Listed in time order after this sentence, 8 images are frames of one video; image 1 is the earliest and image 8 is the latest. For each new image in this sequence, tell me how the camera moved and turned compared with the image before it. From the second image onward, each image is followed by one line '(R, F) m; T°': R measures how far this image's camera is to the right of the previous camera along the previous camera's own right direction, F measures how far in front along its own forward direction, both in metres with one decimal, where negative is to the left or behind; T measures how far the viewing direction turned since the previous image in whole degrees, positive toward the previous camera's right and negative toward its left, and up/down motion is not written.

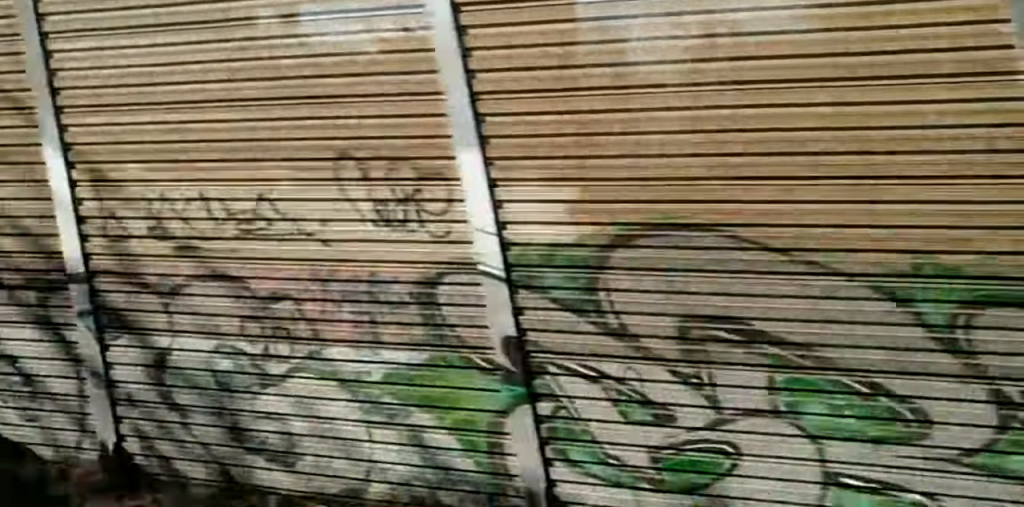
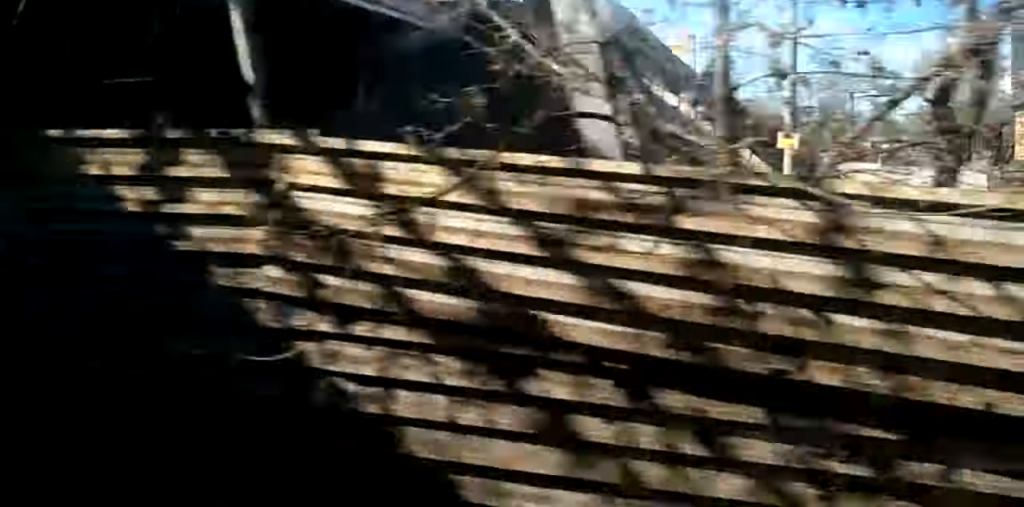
(-0.6, +19.9) m; -1°
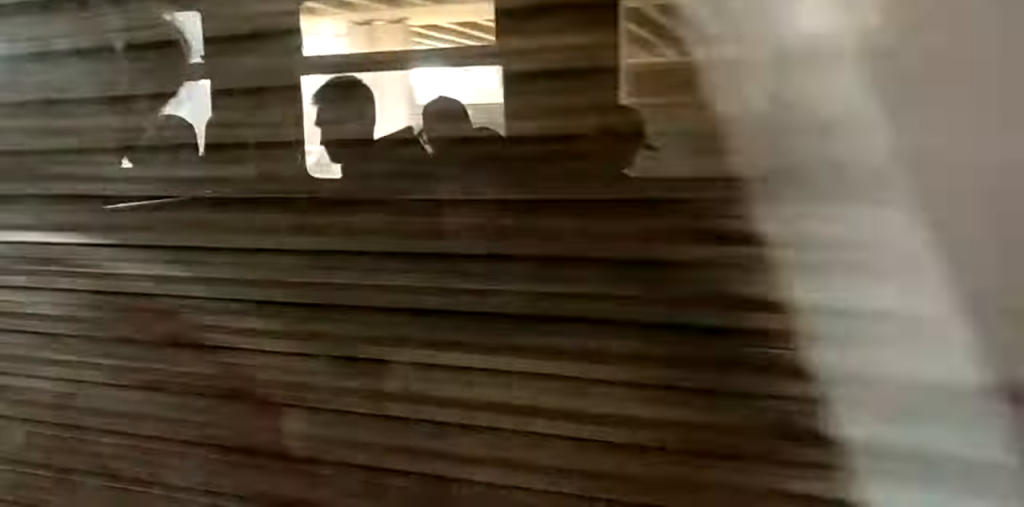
(+0.4, +45.1) m; +1°
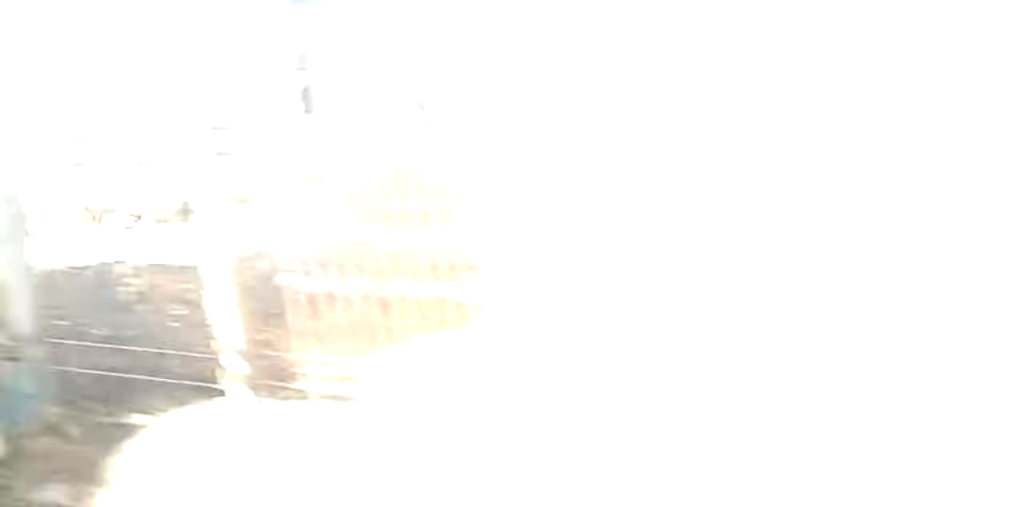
(0.0, +18.8) m; 0°
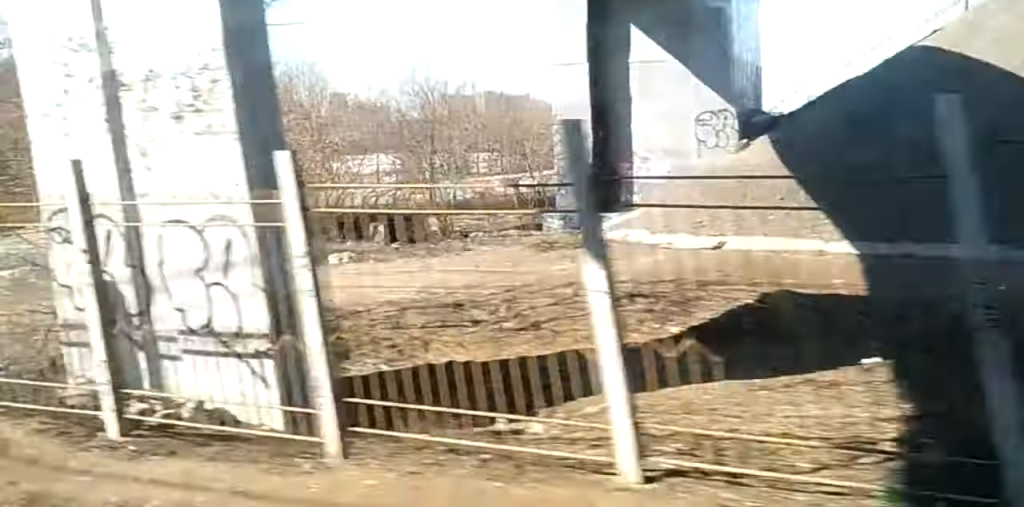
(0.0, +13.3) m; 0°
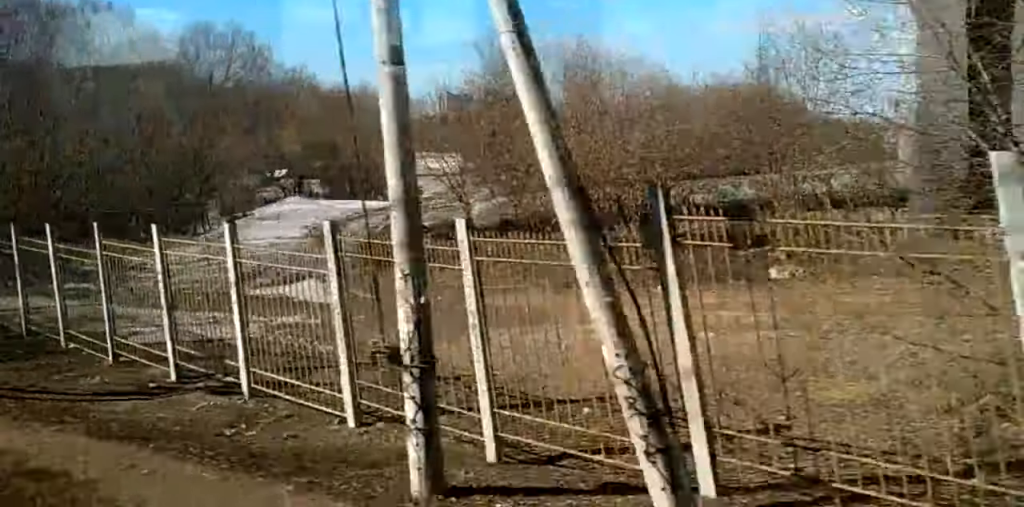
(0.0, +13.3) m; 0°
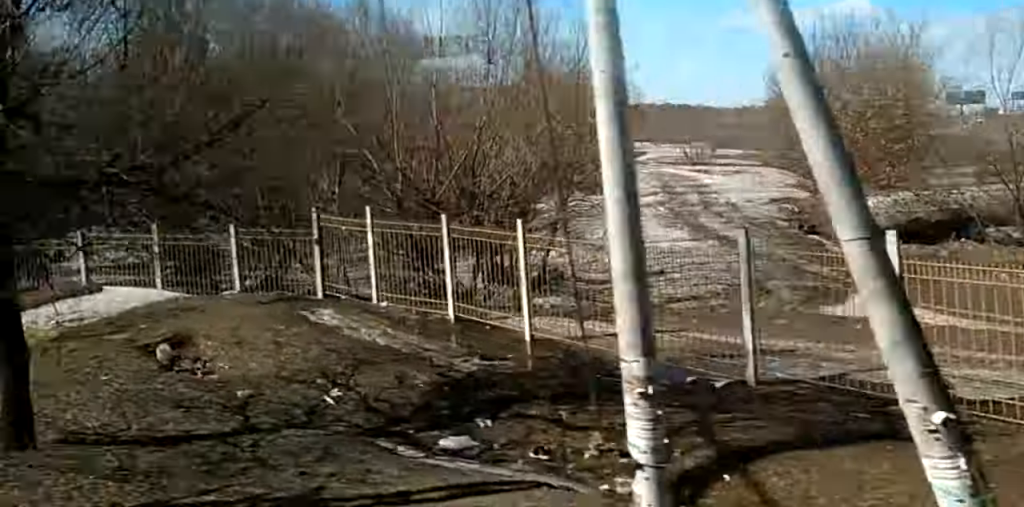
(0.0, +16.8) m; 0°
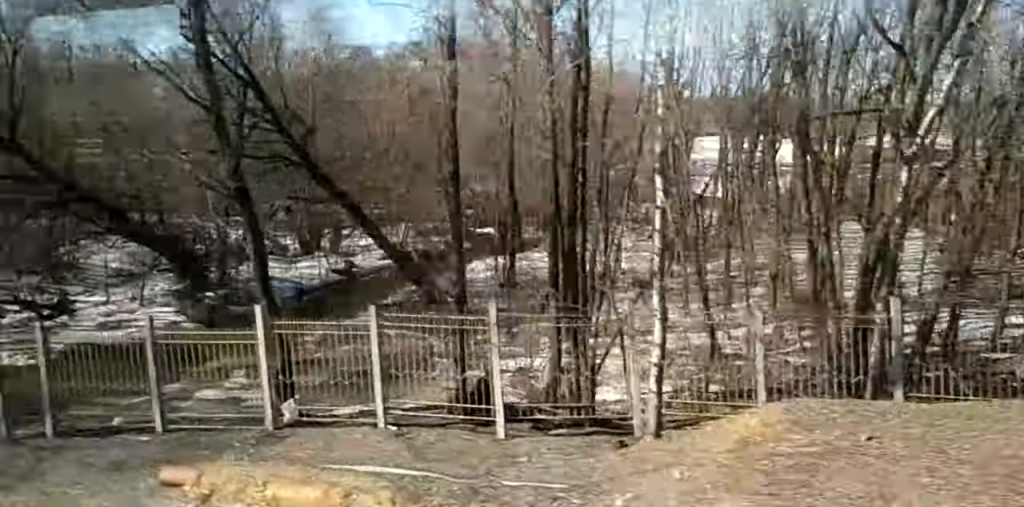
(-0.2, +40.1) m; +1°
